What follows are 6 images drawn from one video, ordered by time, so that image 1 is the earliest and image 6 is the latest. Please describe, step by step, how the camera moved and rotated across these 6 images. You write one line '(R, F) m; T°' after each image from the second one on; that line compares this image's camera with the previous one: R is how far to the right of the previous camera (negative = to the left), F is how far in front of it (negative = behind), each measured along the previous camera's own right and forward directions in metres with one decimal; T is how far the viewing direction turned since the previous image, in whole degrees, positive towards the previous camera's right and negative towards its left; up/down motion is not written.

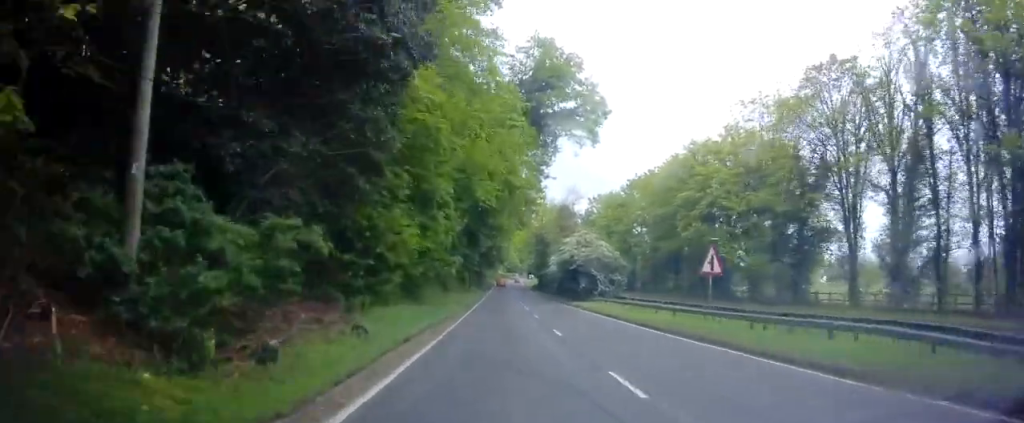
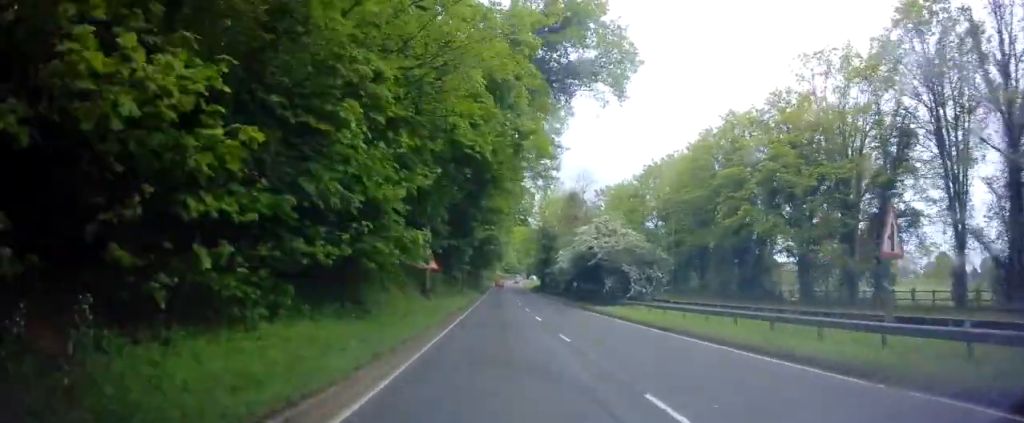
(+0.3, +10.8) m; +1°
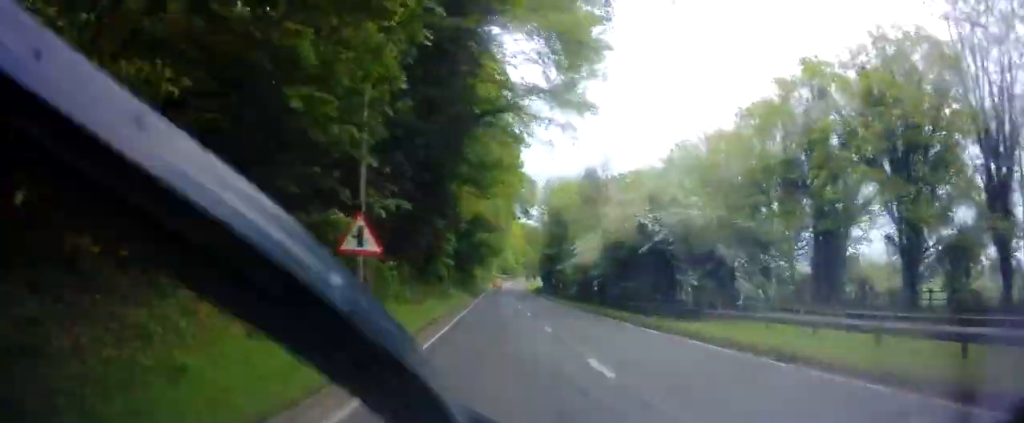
(+0.1, +14.2) m; +1°
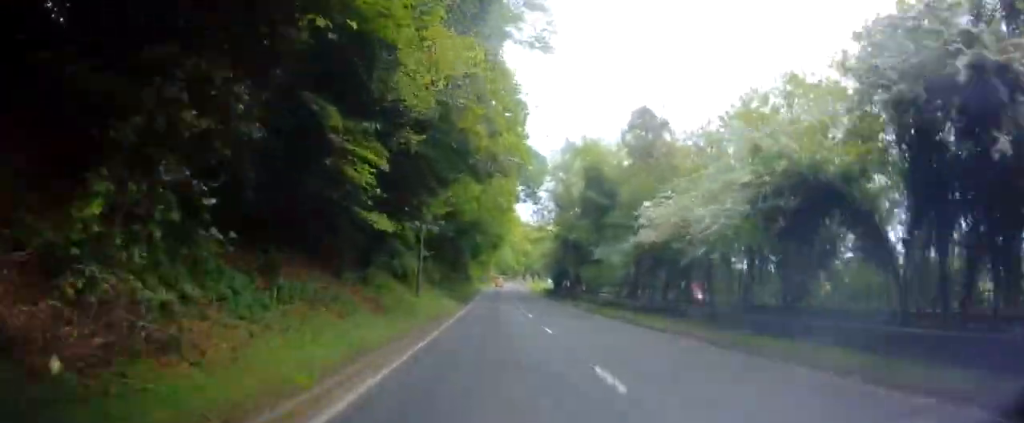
(0.0, +19.2) m; 0°
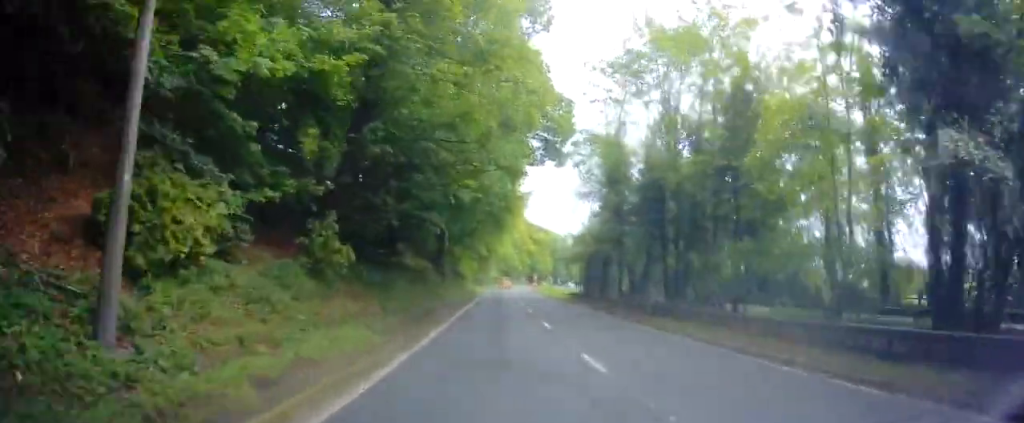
(-0.2, +25.7) m; -1°
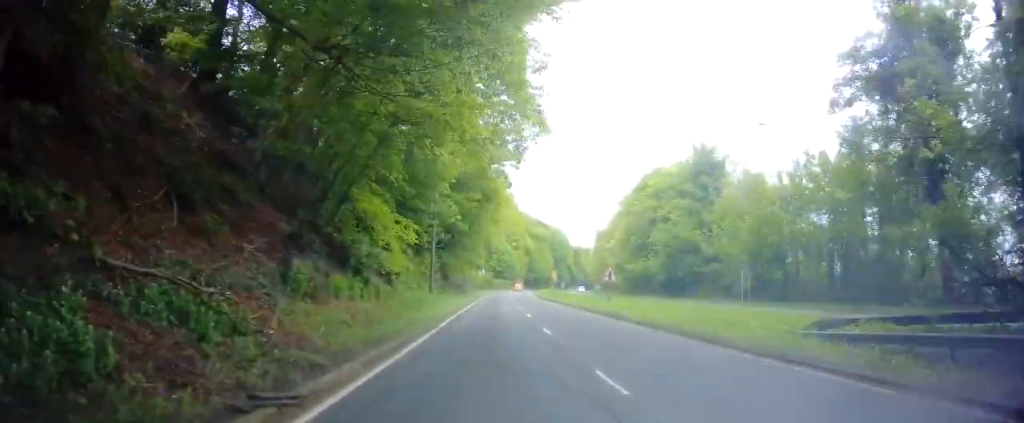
(+1.9, +48.8) m; +4°
